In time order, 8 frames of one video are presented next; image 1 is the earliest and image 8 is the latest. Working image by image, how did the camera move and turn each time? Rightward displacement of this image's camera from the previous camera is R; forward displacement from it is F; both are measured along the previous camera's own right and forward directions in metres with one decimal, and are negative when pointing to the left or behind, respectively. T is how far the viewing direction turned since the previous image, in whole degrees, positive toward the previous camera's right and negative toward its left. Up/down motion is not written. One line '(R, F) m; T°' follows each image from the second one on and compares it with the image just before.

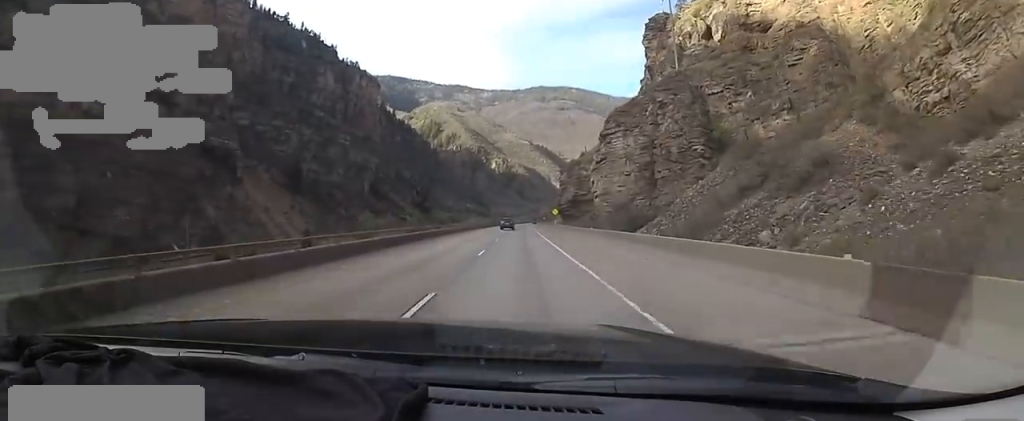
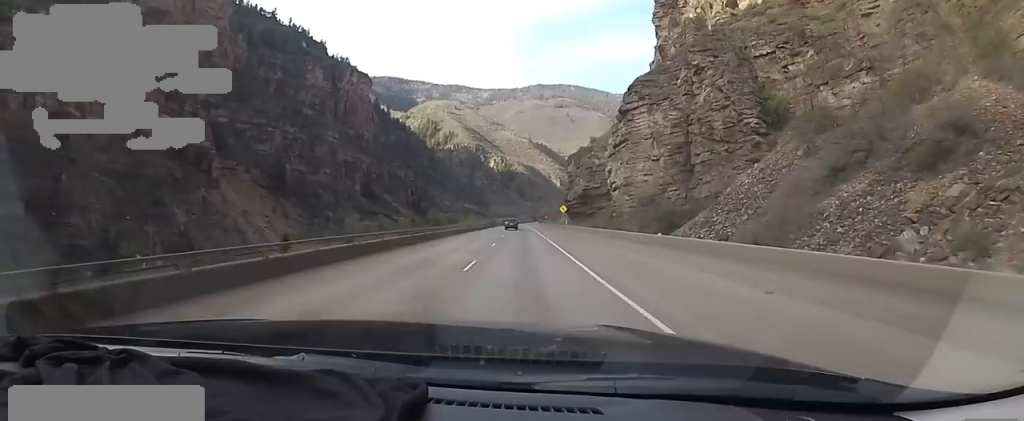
(+0.3, +16.8) m; +2°
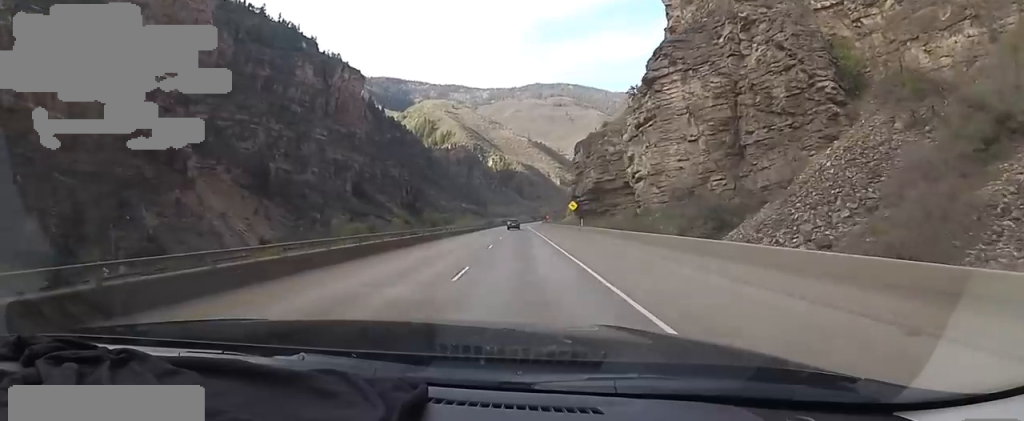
(+0.2, +14.4) m; +1°
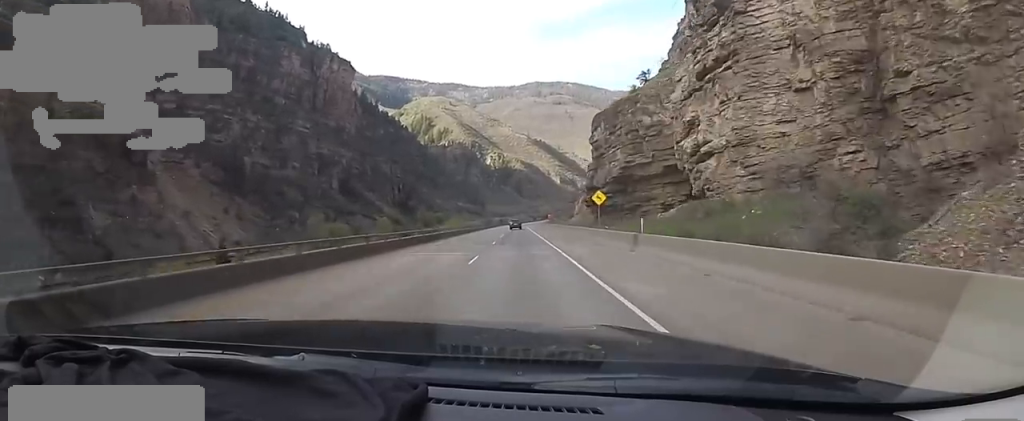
(+0.3, +20.4) m; 0°
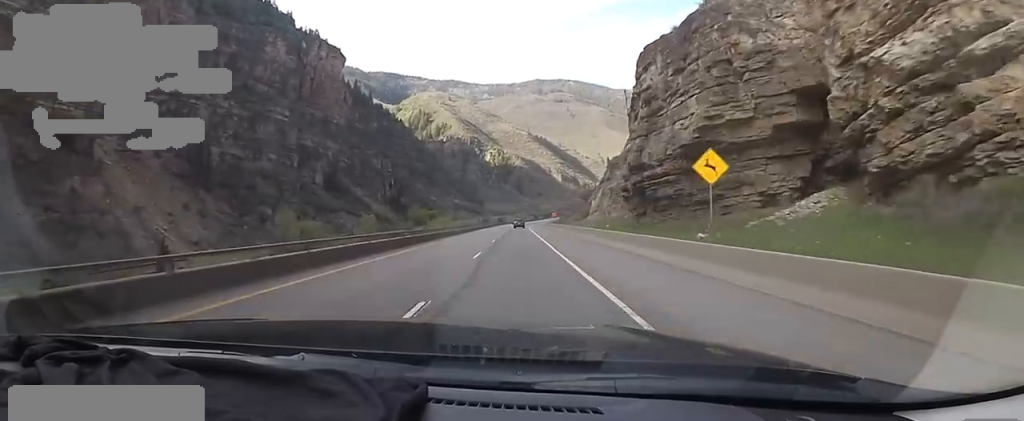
(-0.3, +23.0) m; -2°
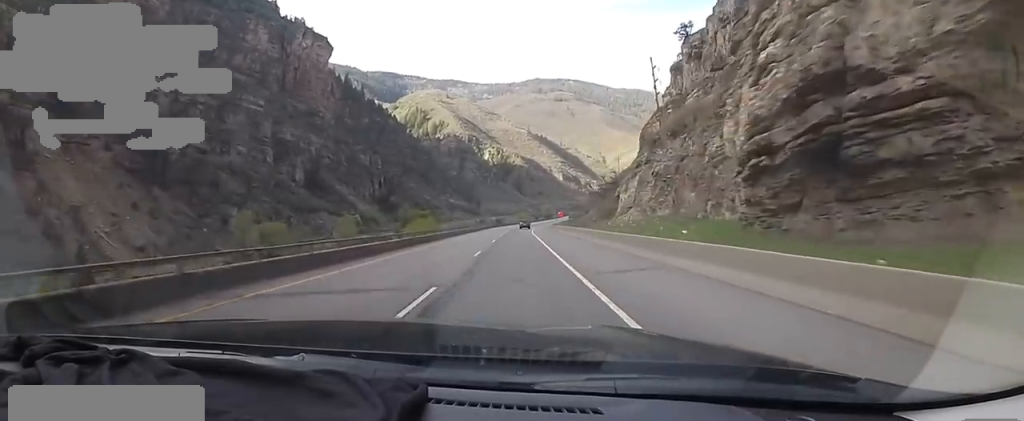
(-0.5, +23.2) m; +1°
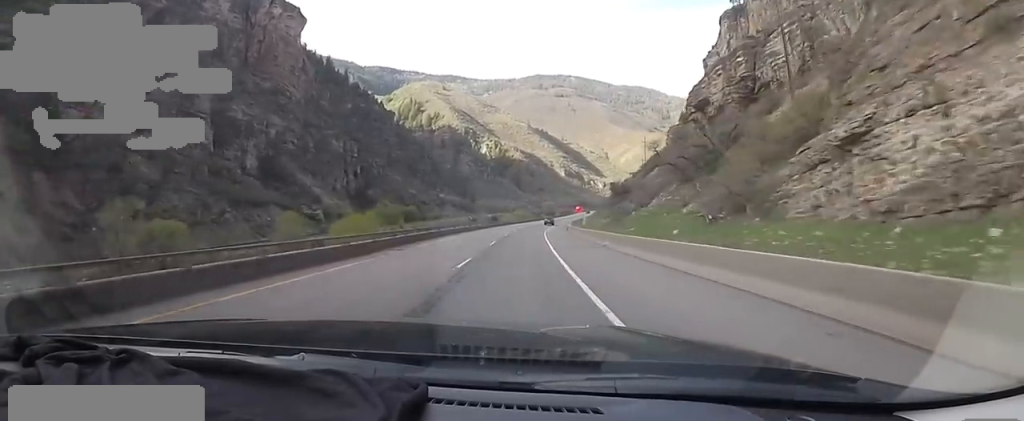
(+1.1, +42.5) m; +1°
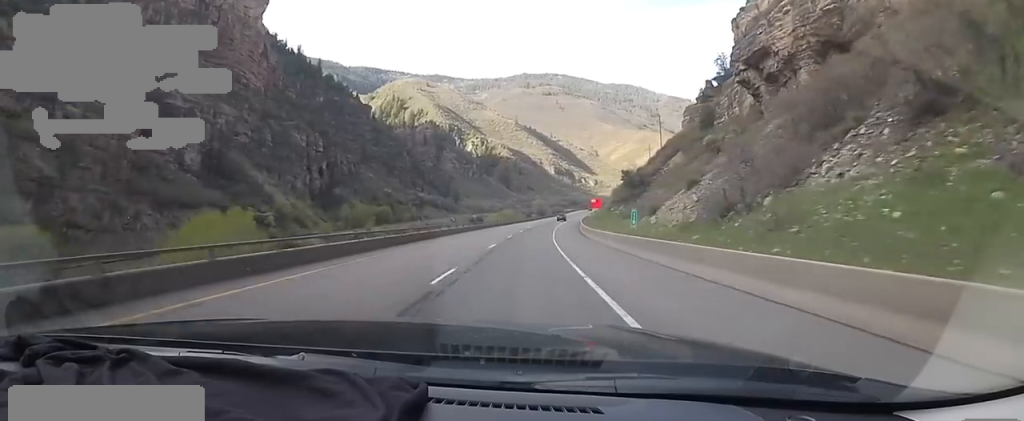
(-0.2, +29.3) m; 0°
